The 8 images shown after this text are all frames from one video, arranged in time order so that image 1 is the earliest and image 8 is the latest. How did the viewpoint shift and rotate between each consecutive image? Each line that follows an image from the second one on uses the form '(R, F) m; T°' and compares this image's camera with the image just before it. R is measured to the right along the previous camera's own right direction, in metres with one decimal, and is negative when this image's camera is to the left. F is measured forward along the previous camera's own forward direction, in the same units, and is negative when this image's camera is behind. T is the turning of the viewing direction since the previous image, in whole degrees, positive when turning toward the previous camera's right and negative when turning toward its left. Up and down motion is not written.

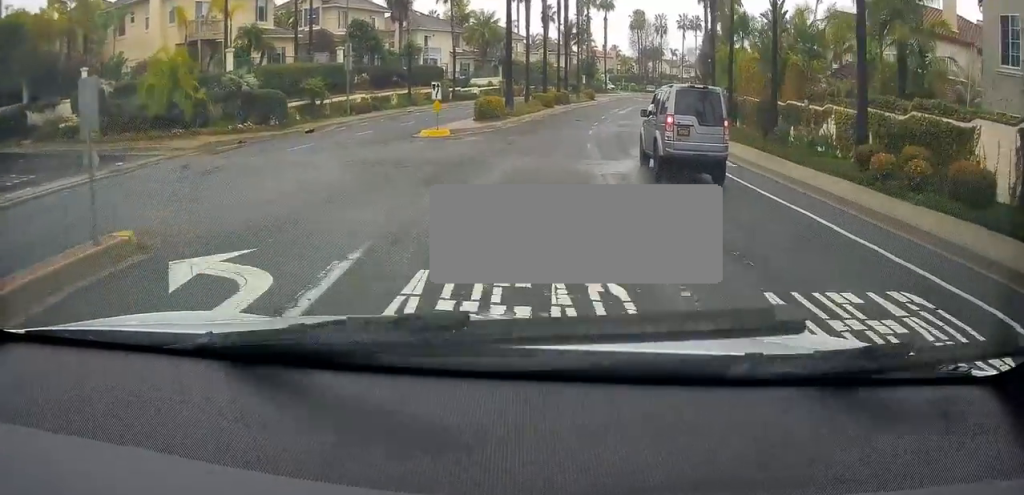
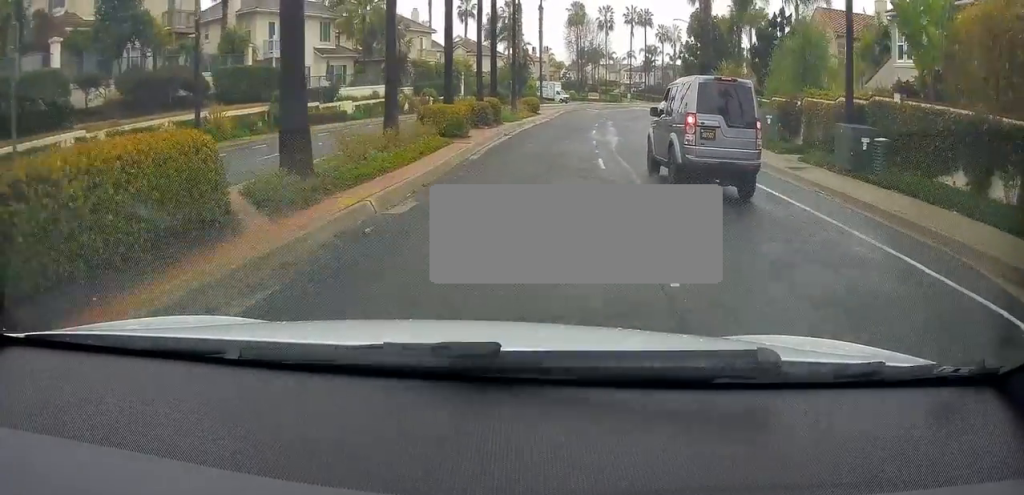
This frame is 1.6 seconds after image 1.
(+2.0, +28.8) m; +8°
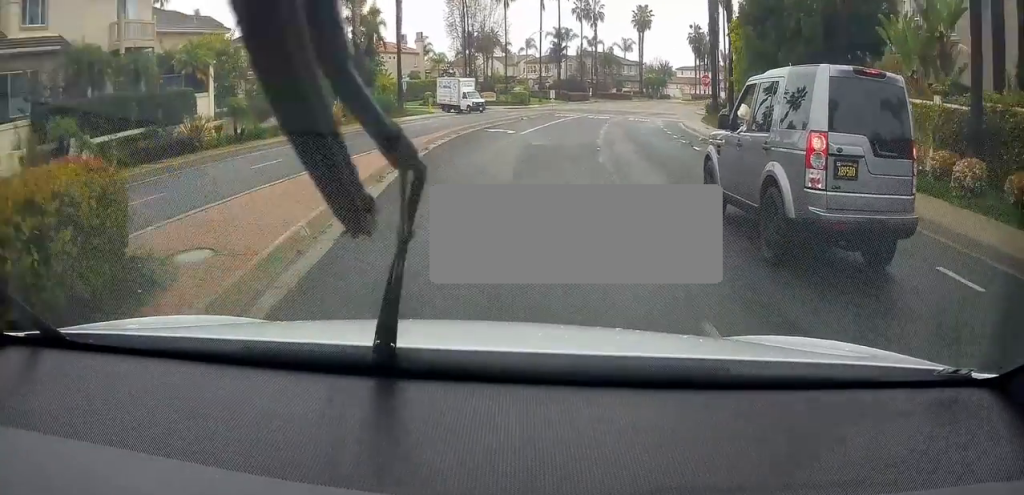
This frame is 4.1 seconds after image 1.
(+3.1, +45.1) m; +9°
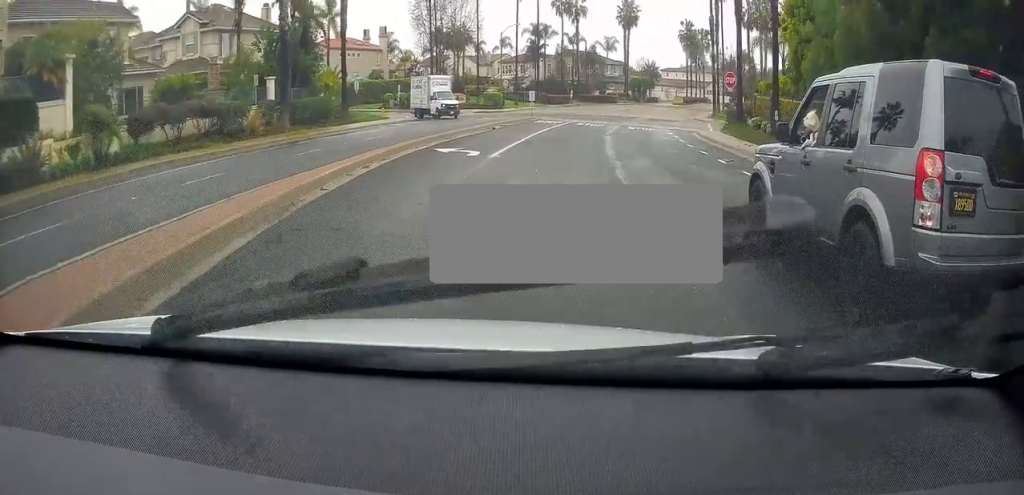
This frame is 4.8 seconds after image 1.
(+0.3, +11.4) m; +4°
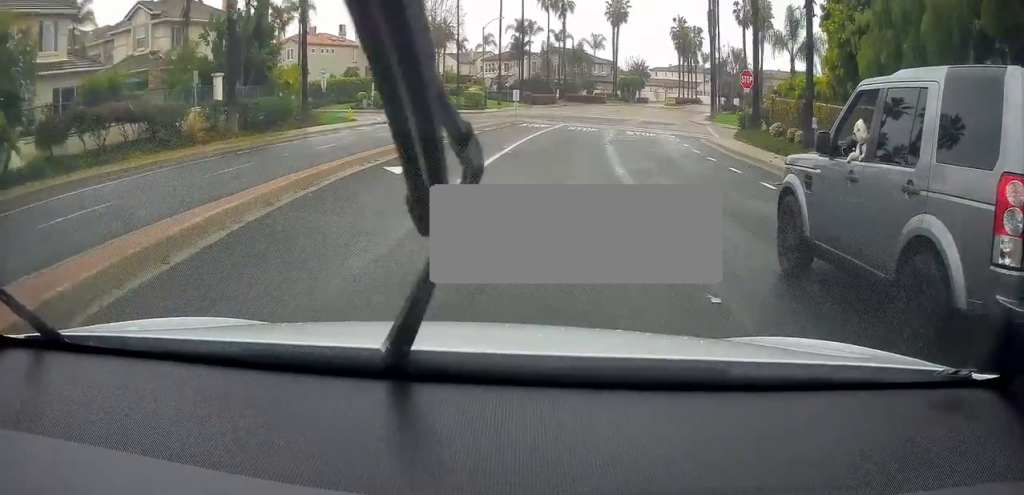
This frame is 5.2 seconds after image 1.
(-0.1, +5.9) m; +2°
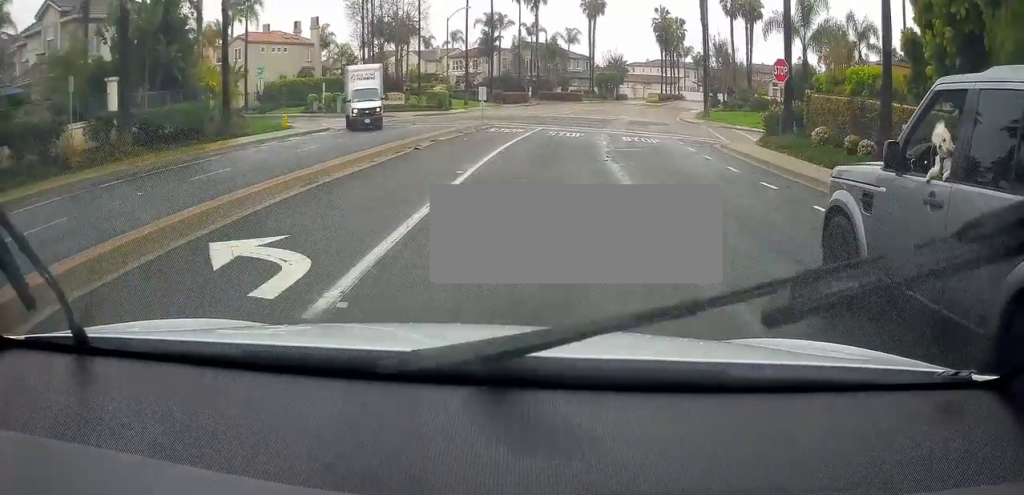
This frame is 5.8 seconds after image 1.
(+0.6, +7.8) m; +2°
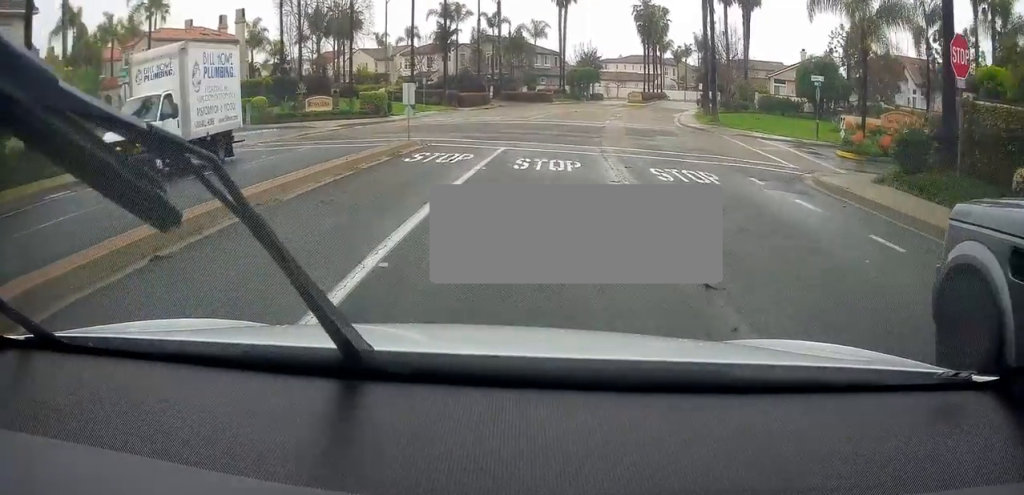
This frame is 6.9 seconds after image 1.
(+0.4, +15.4) m; +2°
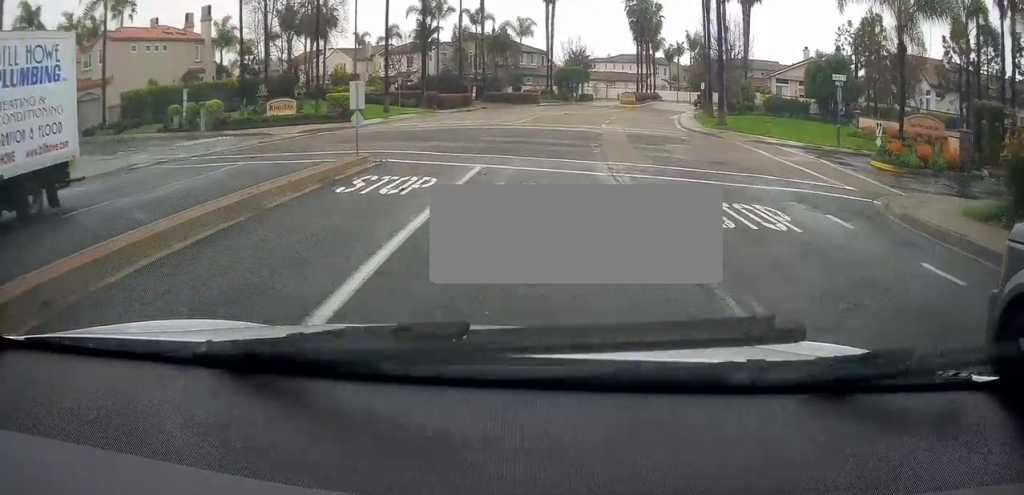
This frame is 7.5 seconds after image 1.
(0.0, +6.6) m; +2°
